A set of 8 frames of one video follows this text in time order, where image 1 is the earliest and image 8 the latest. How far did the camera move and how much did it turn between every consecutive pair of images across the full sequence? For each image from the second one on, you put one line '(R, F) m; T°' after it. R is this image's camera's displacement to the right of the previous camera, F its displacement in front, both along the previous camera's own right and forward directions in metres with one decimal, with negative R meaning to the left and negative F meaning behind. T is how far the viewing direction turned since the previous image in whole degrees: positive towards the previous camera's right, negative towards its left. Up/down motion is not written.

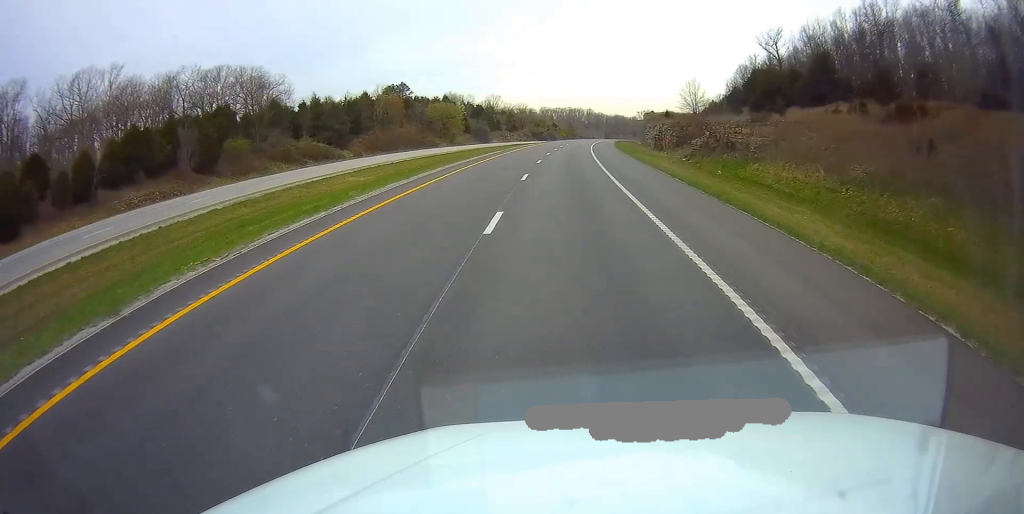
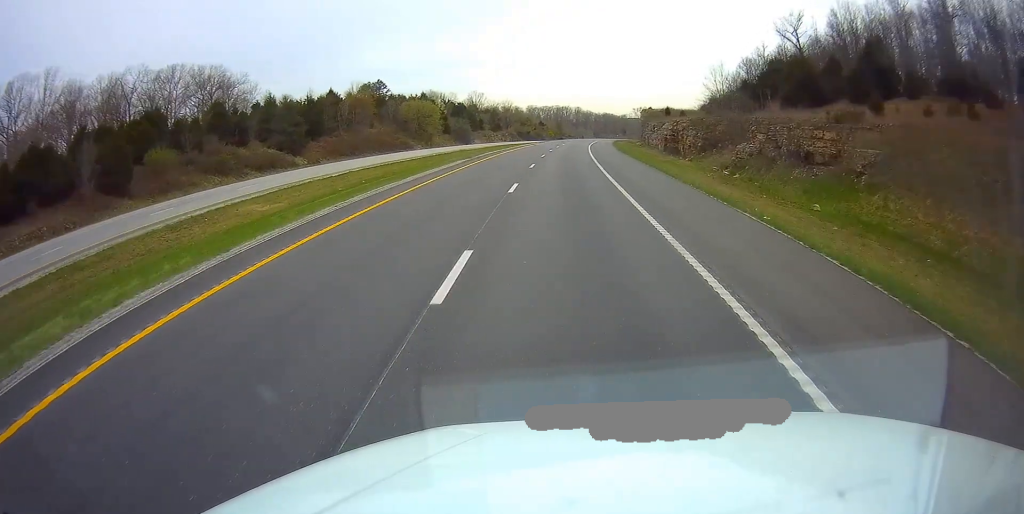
(-0.2, +16.7) m; +1°
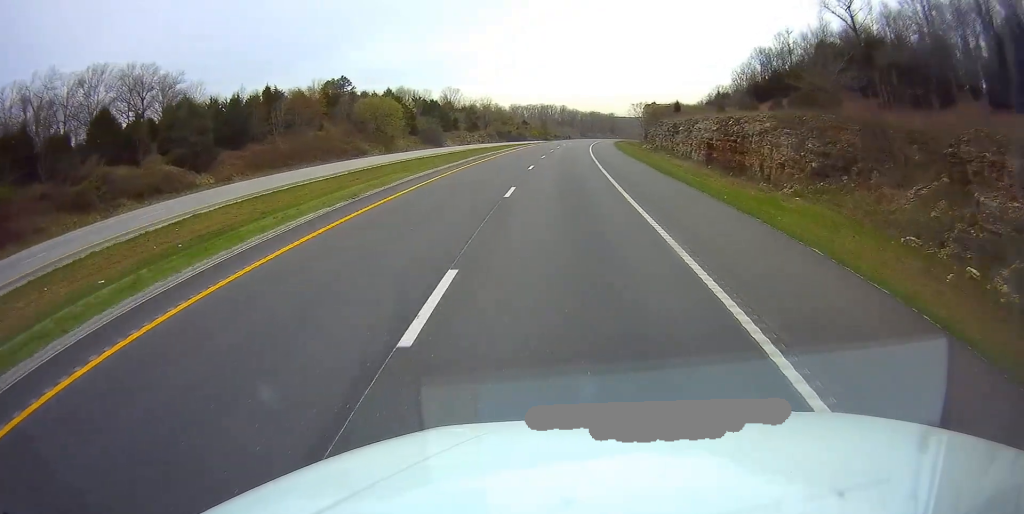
(+0.8, +25.5) m; +2°
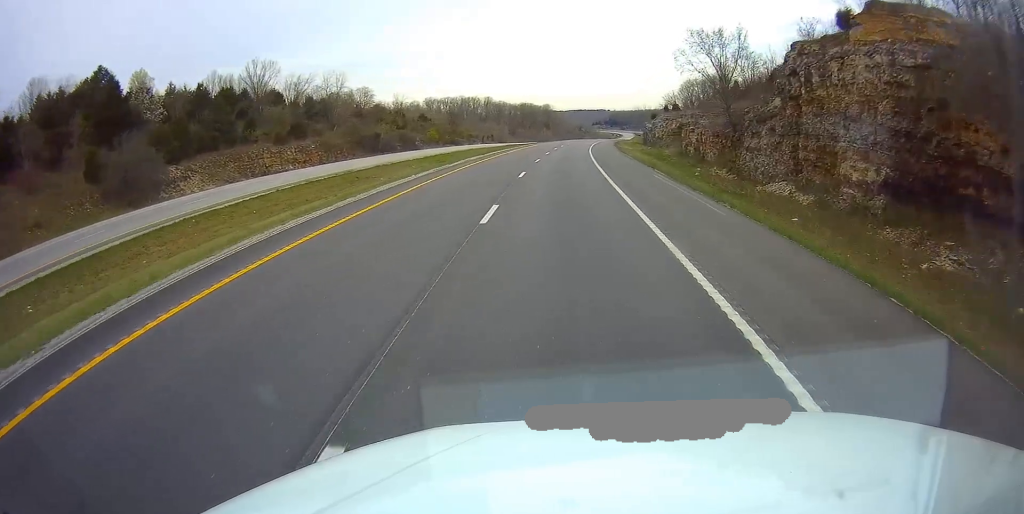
(+6.1, +101.9) m; +7°
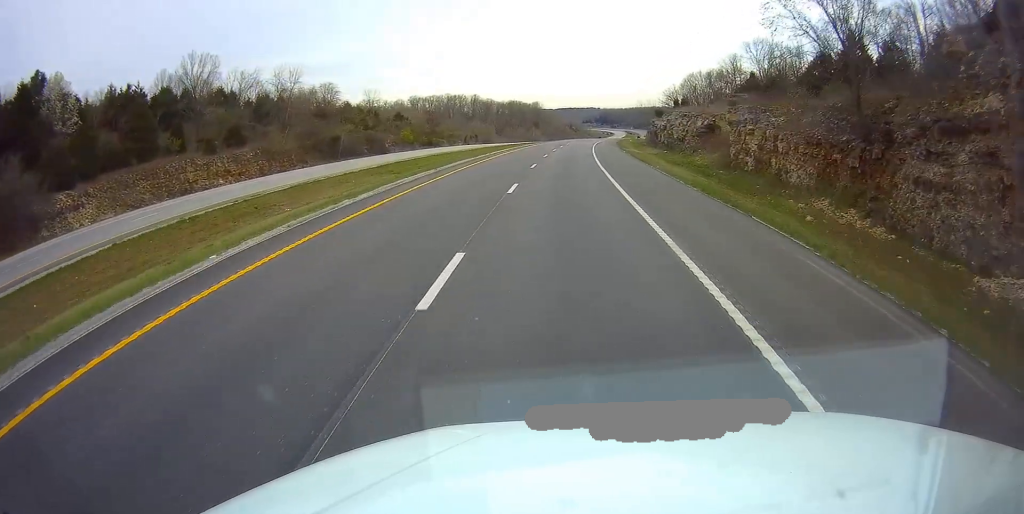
(+0.2, +18.3) m; +2°
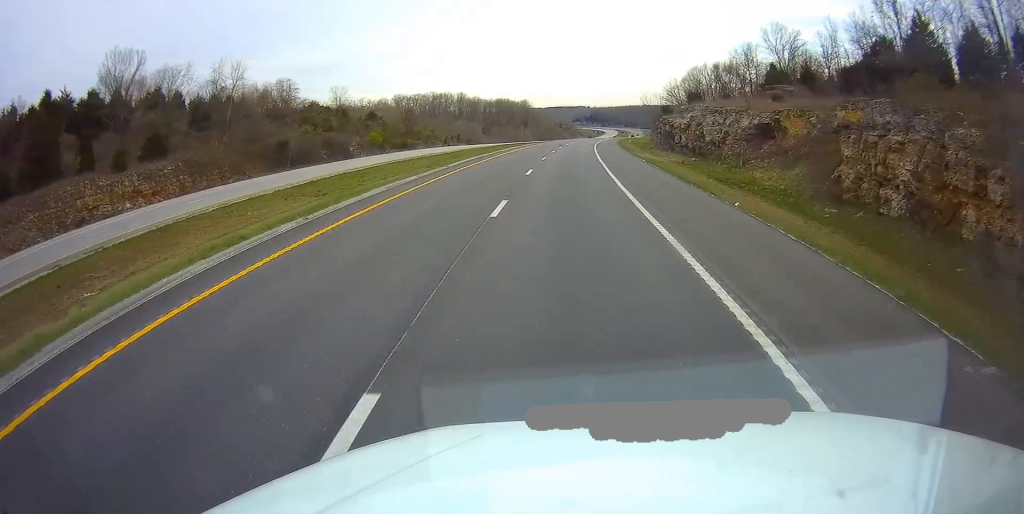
(+0.2, +17.4) m; +1°
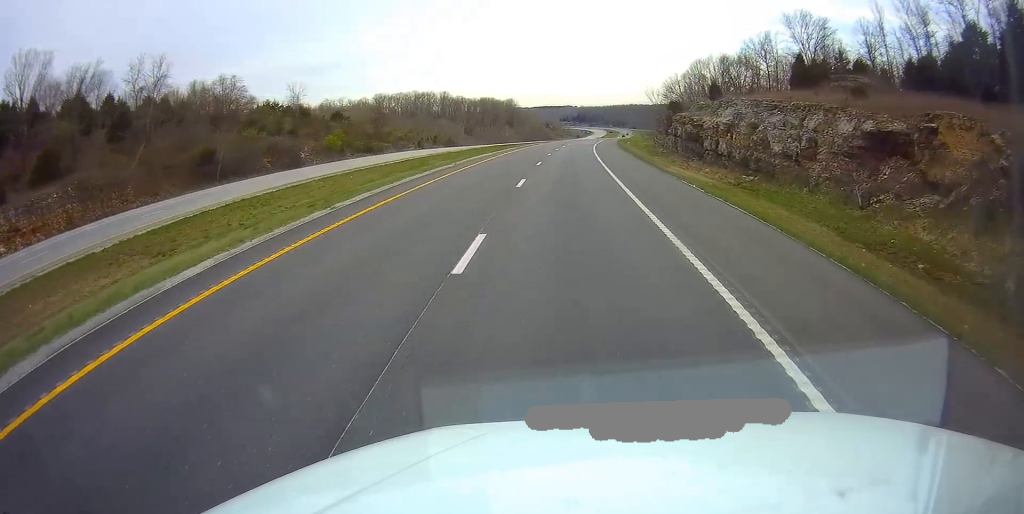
(+0.3, +17.4) m; +1°
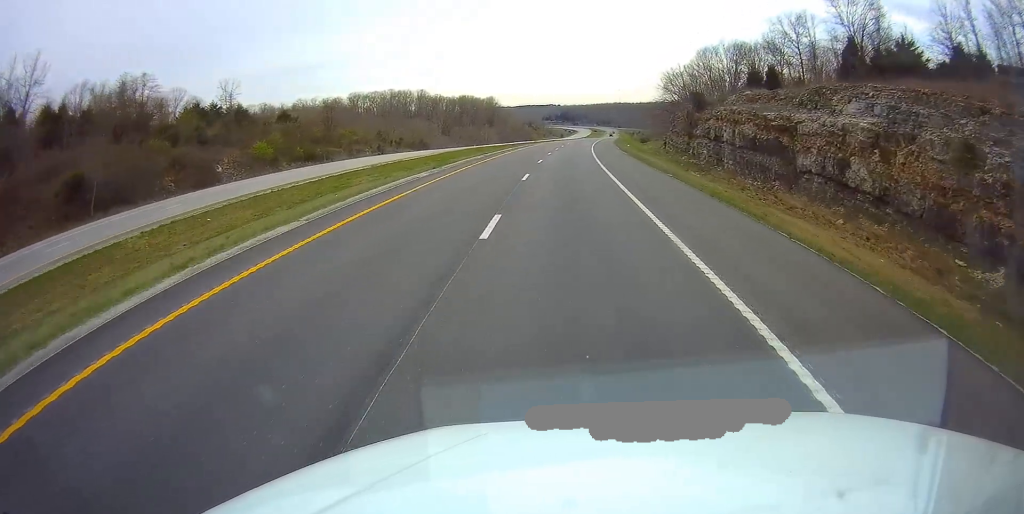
(+0.2, +21.6) m; +1°
